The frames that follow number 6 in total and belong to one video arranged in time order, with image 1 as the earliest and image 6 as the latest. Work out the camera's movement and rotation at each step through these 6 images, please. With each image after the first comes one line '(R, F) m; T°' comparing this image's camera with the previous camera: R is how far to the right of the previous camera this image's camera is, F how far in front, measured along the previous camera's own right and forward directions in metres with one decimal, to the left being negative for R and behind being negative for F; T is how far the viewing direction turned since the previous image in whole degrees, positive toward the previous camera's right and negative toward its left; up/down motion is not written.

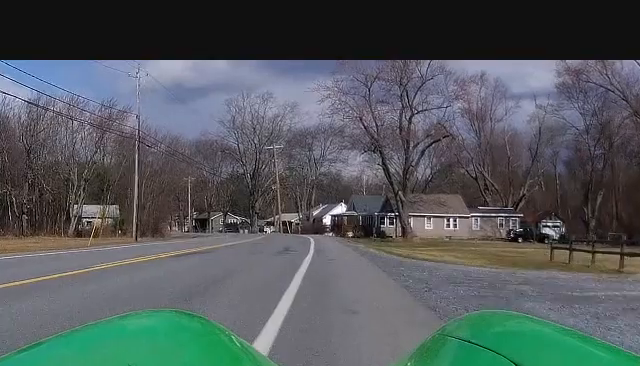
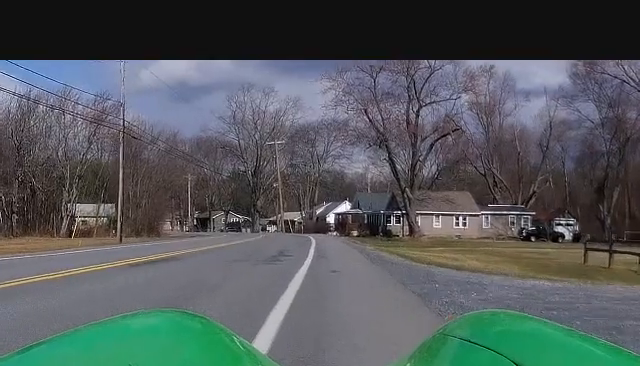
(+0.1, +4.4) m; -2°
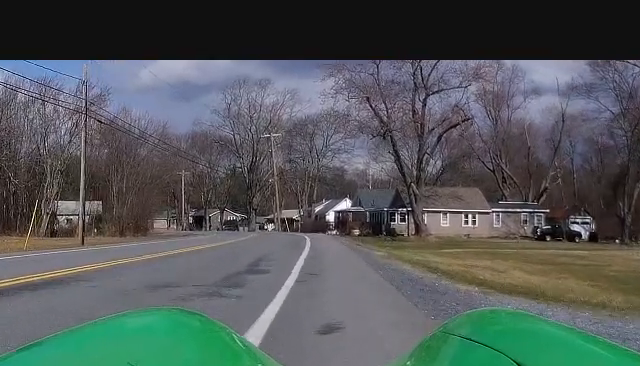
(-0.5, +6.8) m; -2°
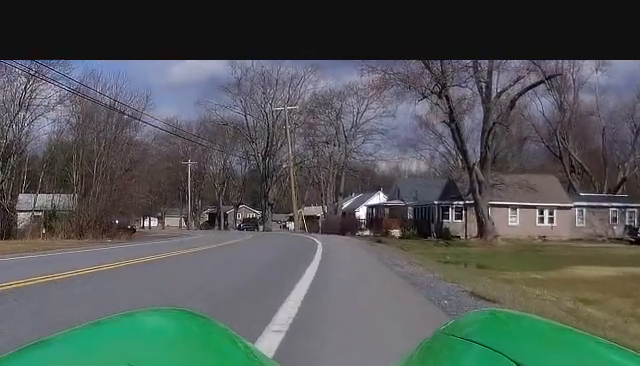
(+0.9, +22.2) m; +2°
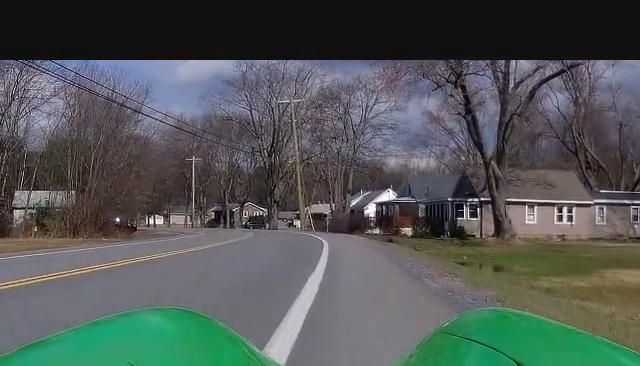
(0.0, +3.3) m; -1°
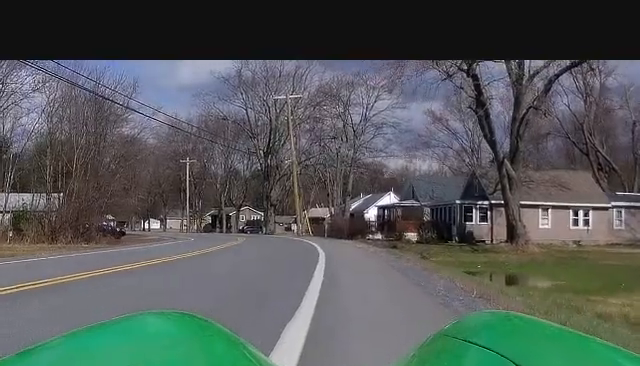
(0.0, +4.5) m; -1°
